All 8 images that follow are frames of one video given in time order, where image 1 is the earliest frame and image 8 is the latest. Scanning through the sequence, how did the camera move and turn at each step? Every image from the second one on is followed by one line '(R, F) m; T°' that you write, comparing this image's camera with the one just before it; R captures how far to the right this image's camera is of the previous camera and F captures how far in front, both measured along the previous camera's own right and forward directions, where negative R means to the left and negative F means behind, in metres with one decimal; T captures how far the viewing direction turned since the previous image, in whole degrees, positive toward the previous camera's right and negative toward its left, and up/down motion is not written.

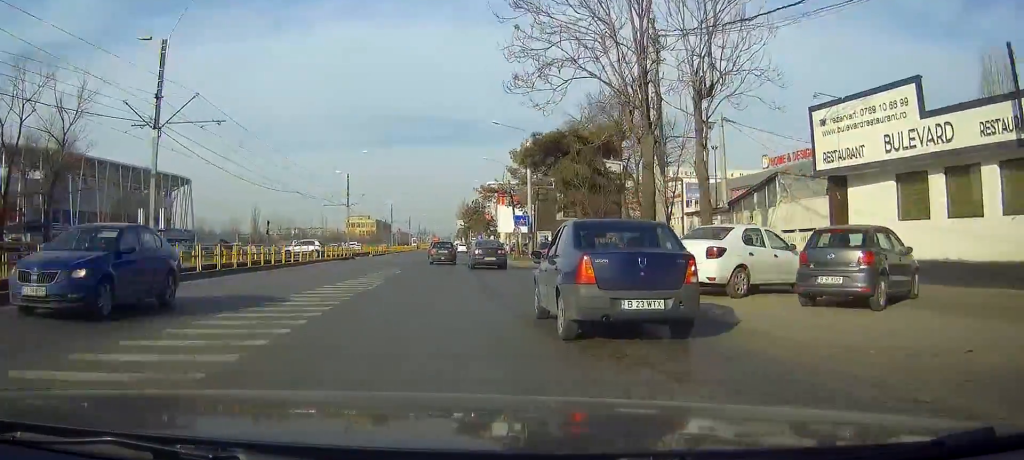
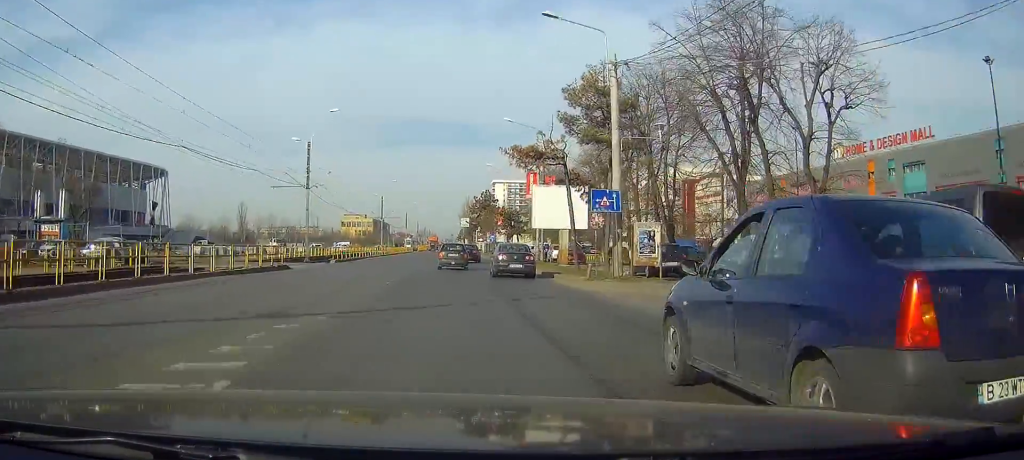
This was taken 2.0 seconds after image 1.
(+0.1, +25.4) m; +1°
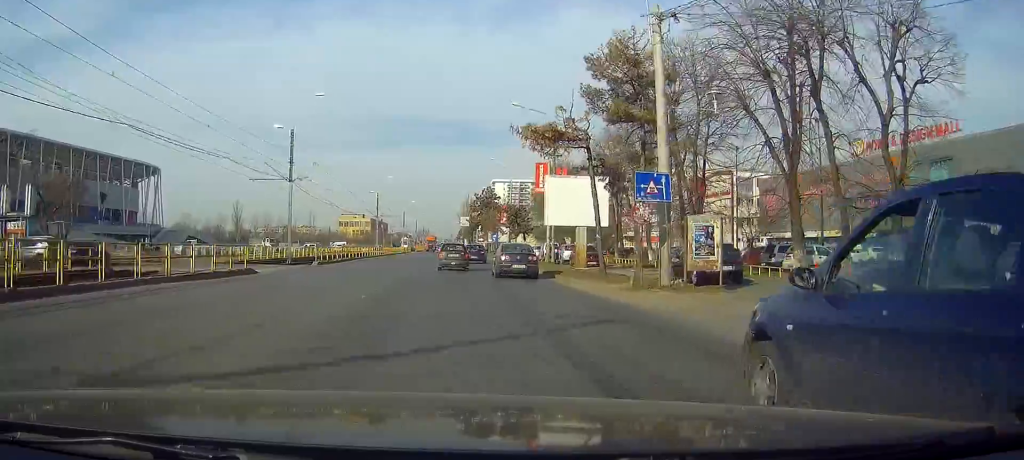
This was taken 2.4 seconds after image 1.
(-0.1, +5.8) m; 0°
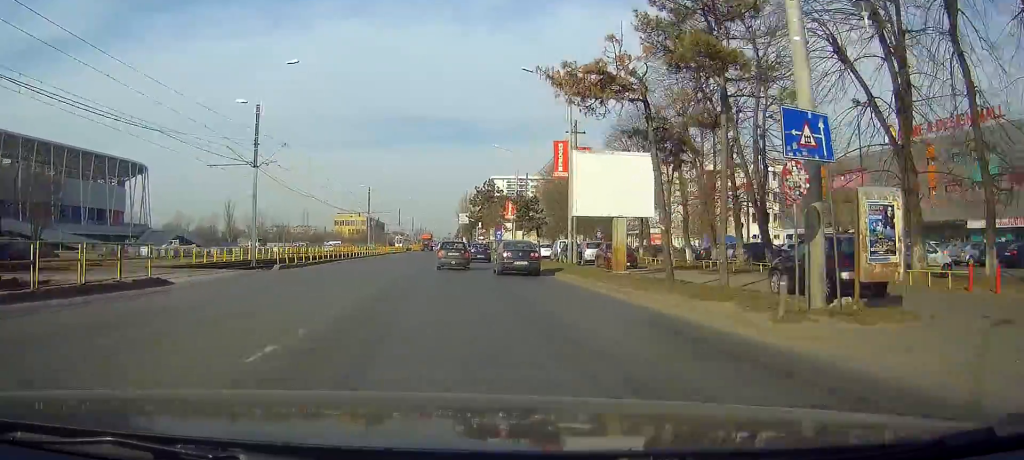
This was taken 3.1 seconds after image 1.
(0.0, +8.7) m; 0°
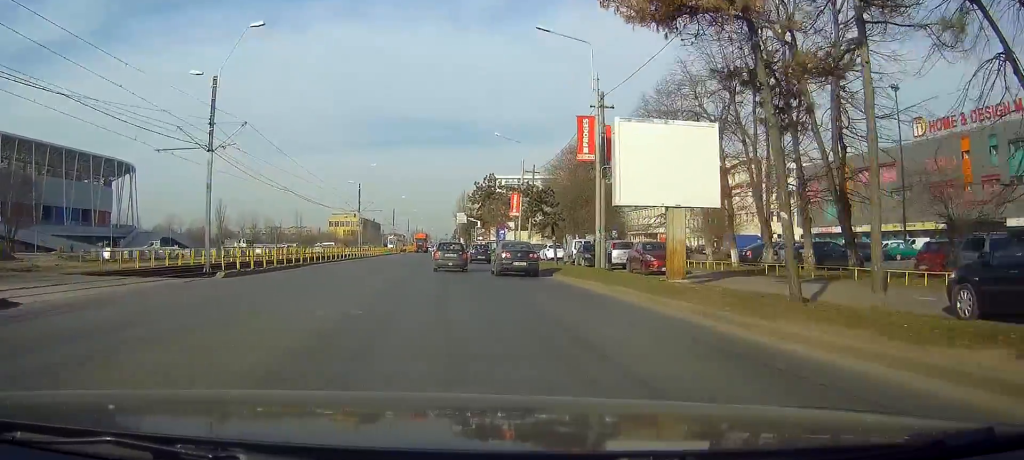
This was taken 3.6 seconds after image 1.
(0.0, +7.6) m; 0°
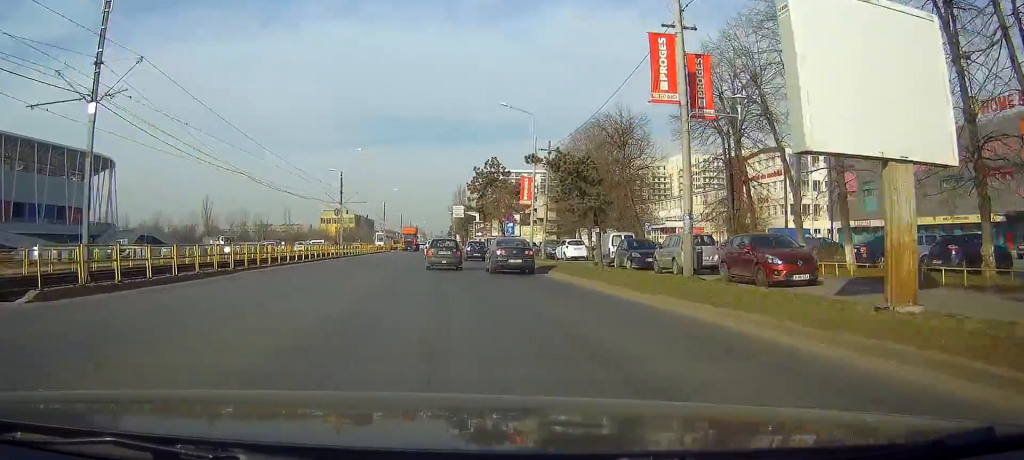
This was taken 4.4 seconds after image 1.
(-0.1, +11.8) m; 0°
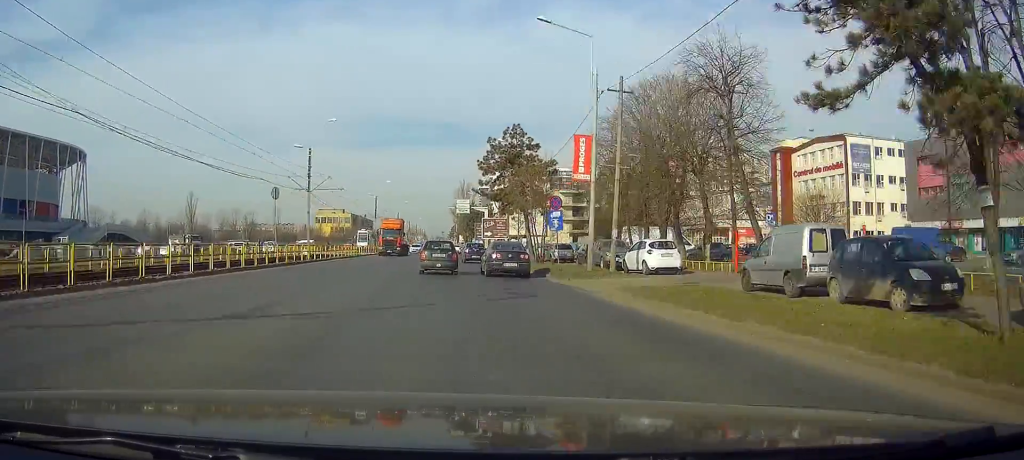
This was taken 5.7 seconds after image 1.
(+0.1, +20.2) m; 0°
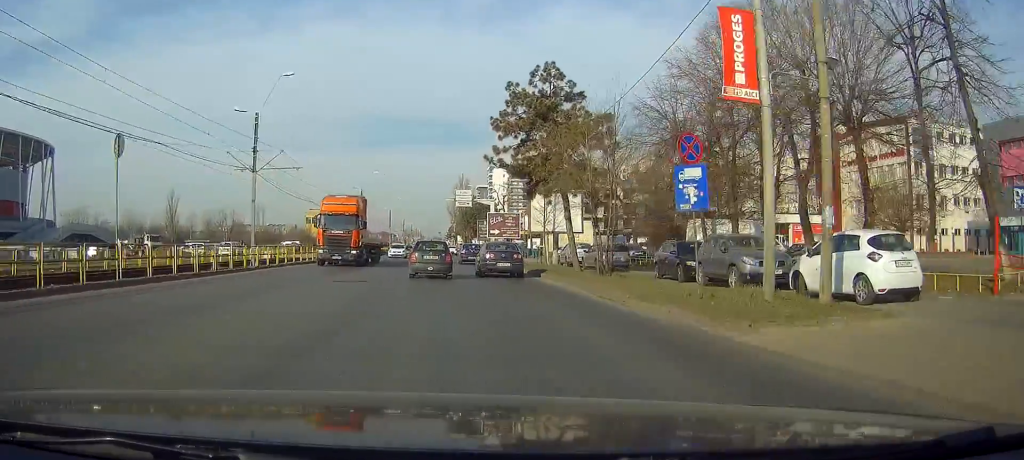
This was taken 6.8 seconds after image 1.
(-0.3, +16.7) m; 0°
